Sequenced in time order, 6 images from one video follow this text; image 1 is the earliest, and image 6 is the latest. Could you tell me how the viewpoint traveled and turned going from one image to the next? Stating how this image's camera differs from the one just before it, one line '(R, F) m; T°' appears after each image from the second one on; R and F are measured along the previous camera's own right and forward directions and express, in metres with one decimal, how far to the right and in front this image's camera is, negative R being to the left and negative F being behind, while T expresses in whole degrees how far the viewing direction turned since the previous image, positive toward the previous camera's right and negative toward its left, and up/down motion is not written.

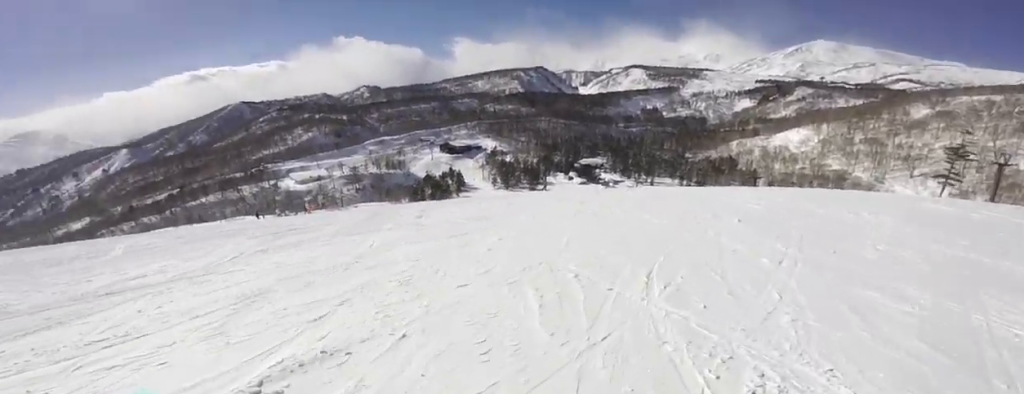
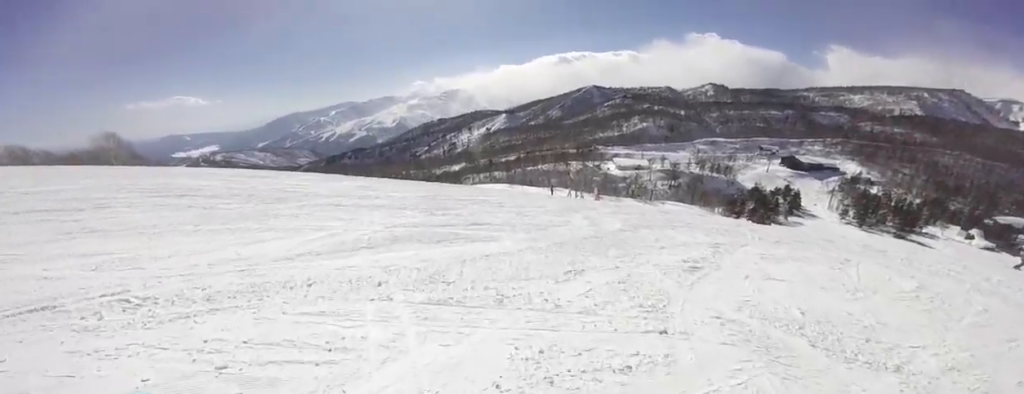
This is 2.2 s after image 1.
(-4.3, +6.7) m; -46°
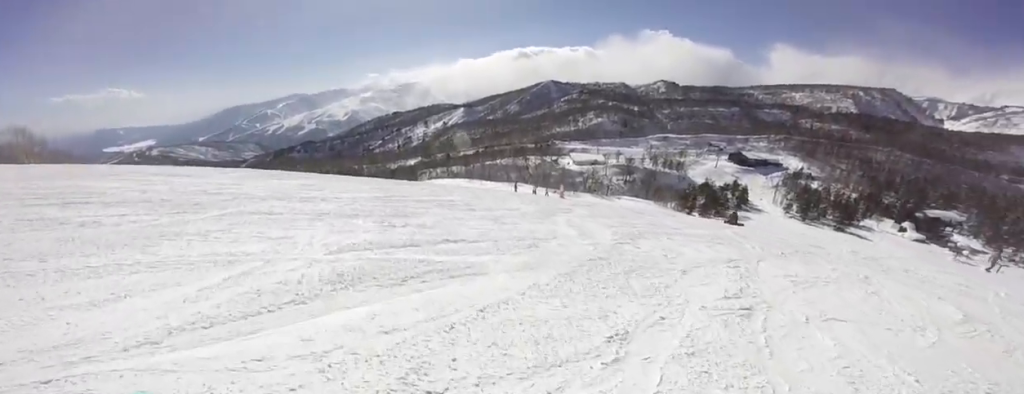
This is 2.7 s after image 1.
(-0.4, +2.0) m; +5°
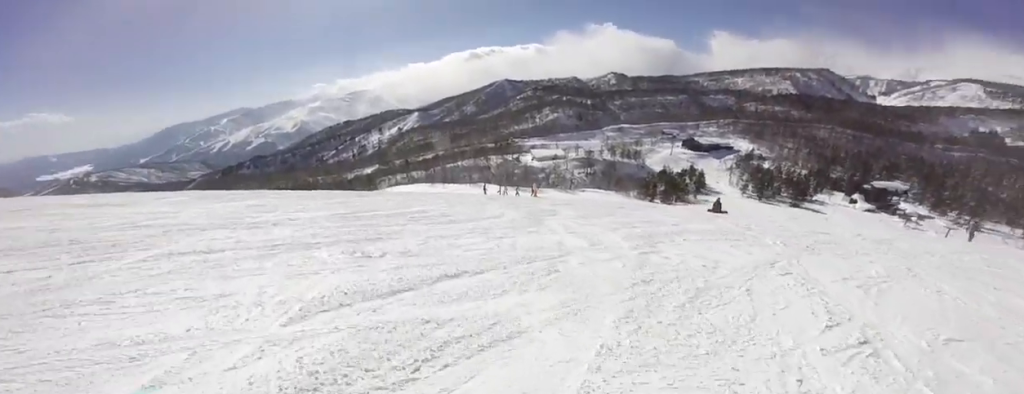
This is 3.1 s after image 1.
(+0.4, +1.2) m; +16°
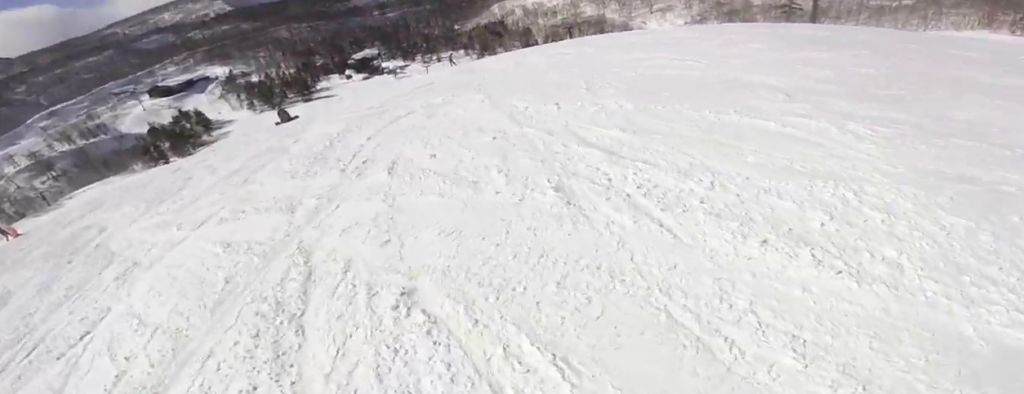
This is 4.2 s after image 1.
(+1.1, +2.9) m; +32°
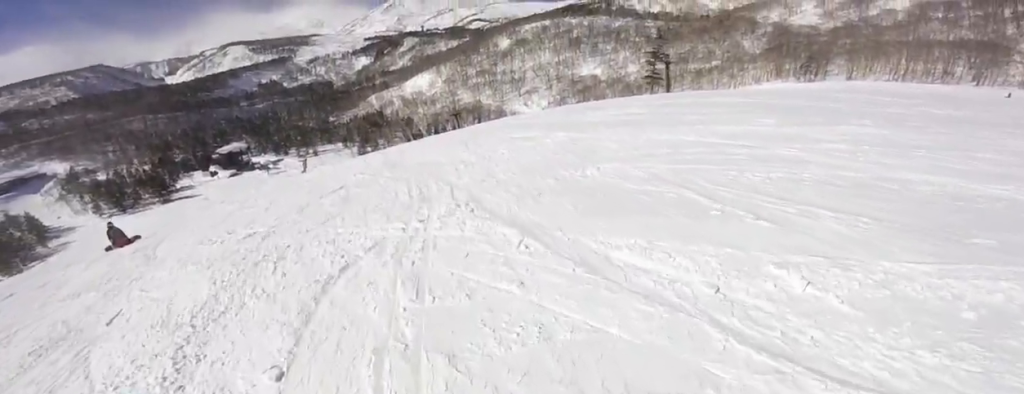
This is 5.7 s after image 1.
(+1.0, +4.3) m; +36°
